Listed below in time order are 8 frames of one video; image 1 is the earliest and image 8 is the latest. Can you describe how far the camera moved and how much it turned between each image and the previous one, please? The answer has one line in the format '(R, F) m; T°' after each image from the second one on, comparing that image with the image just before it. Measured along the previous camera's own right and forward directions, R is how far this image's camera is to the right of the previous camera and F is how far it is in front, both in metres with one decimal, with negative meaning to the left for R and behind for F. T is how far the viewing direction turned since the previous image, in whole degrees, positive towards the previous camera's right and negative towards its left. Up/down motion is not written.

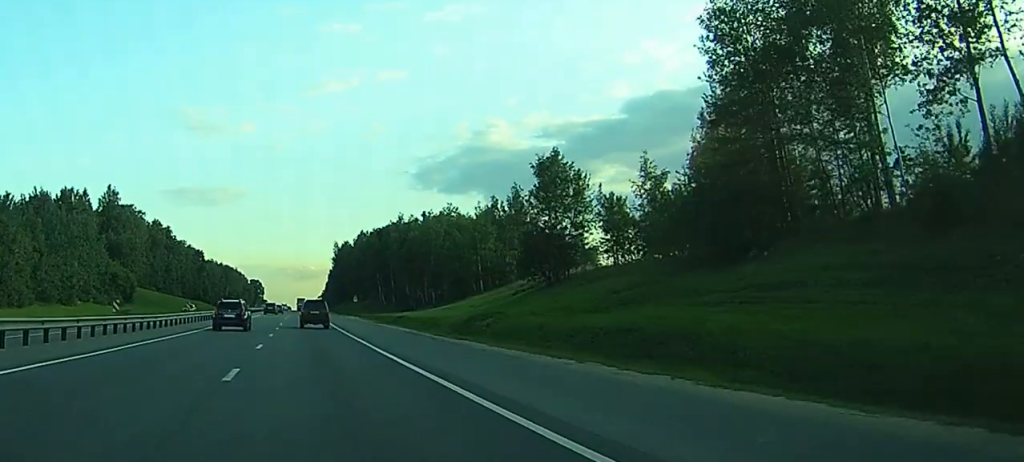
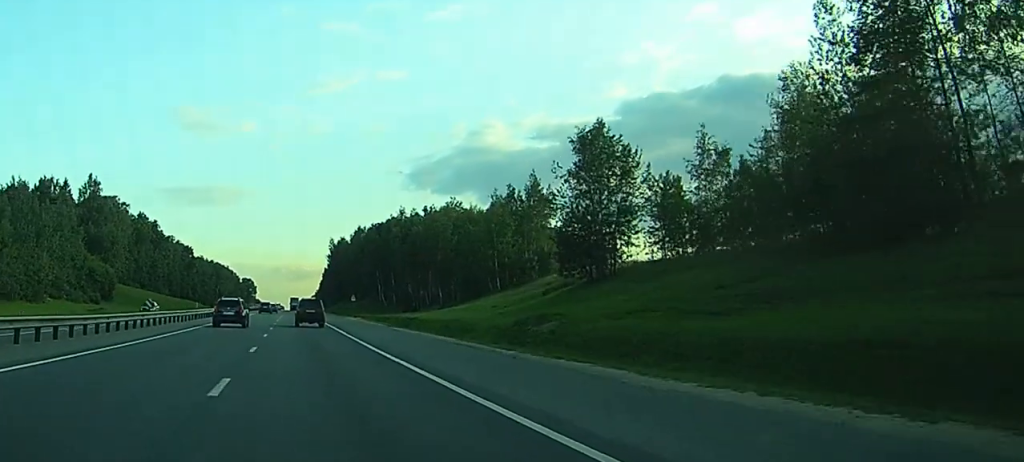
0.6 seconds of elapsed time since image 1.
(0.0, +14.6) m; 0°
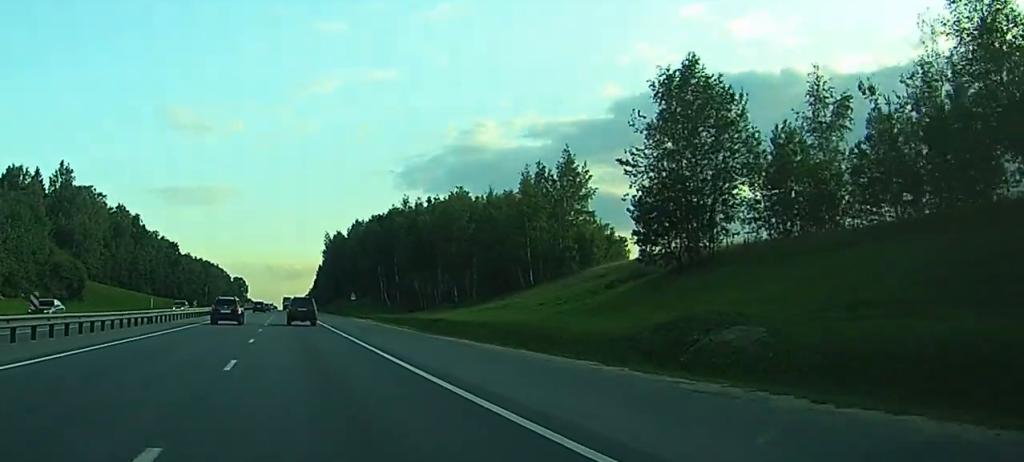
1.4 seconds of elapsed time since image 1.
(0.0, +19.4) m; 0°
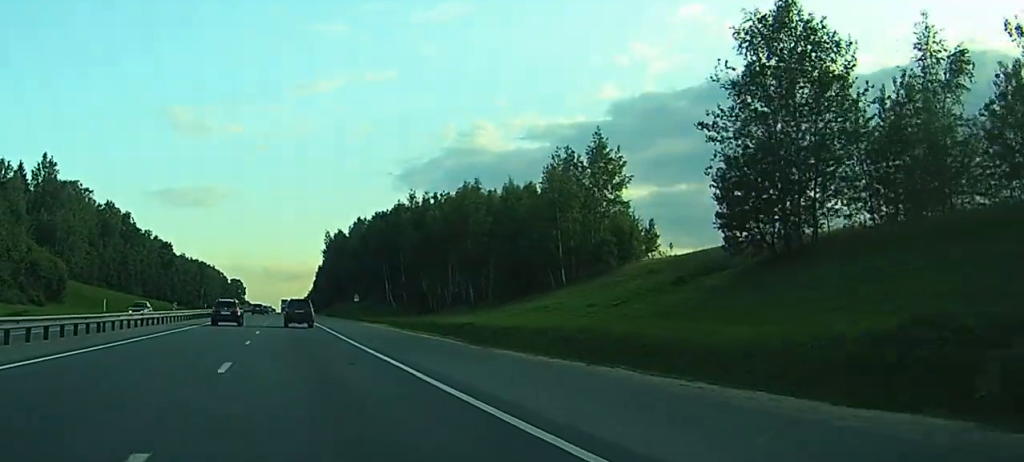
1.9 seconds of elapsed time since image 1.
(0.0, +12.1) m; 0°
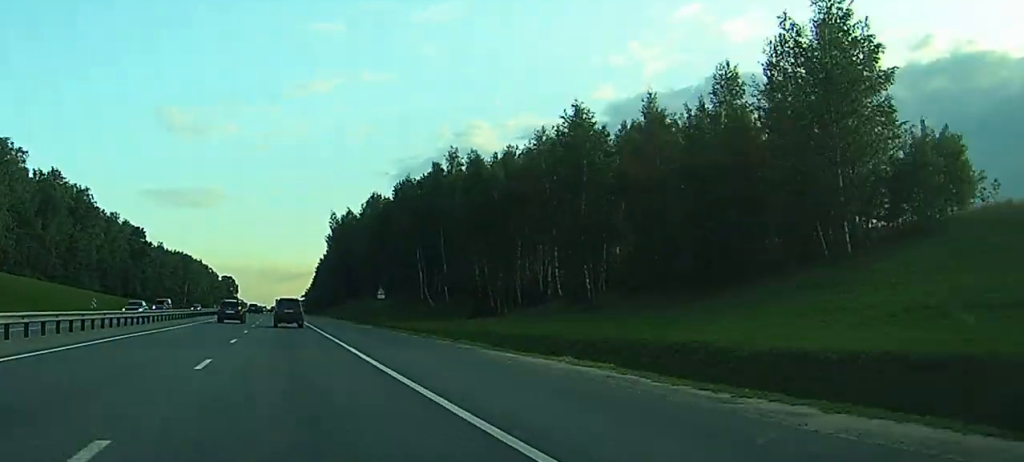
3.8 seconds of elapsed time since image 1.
(+0.3, +46.9) m; +1°
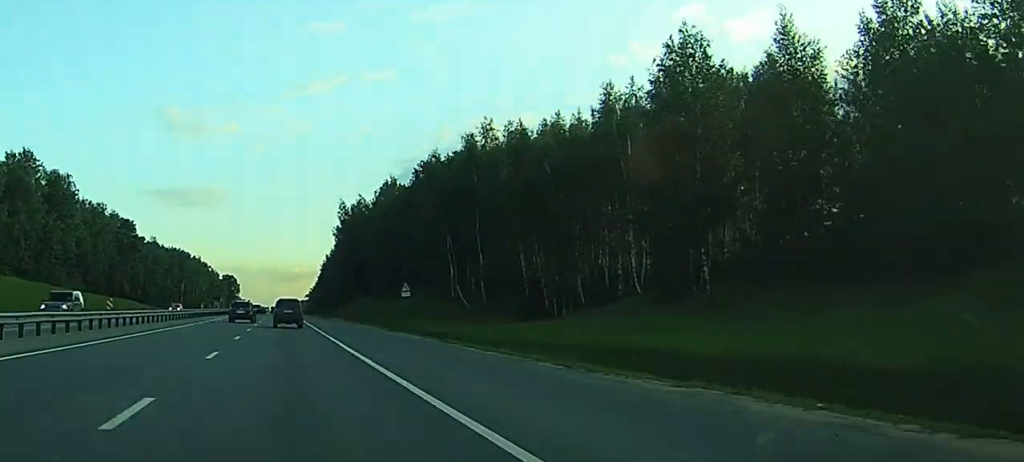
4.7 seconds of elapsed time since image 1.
(+0.3, +20.3) m; 0°
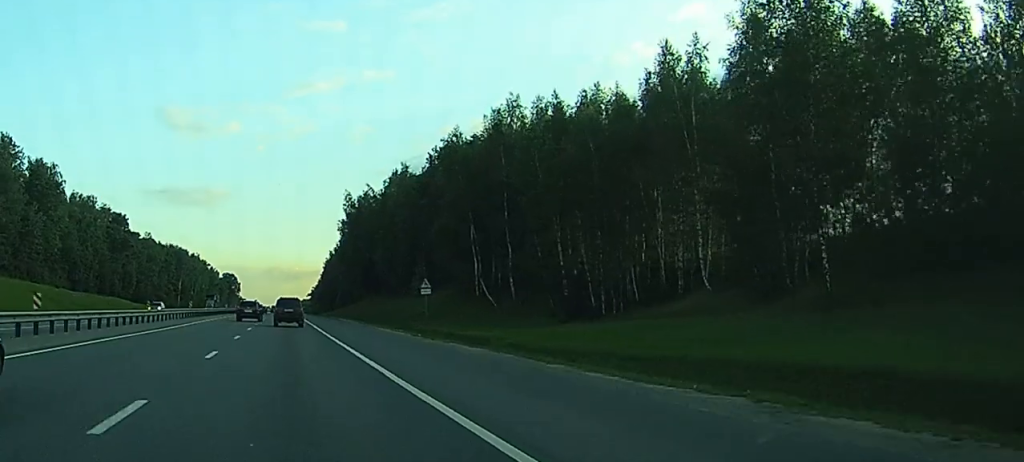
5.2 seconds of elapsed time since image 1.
(-0.2, +12.2) m; 0°
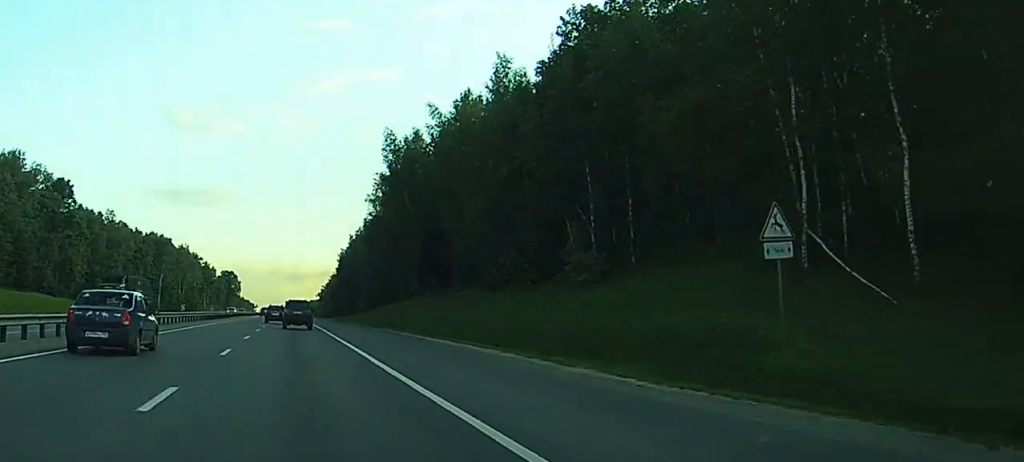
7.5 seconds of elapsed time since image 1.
(-0.1, +57.8) m; 0°
